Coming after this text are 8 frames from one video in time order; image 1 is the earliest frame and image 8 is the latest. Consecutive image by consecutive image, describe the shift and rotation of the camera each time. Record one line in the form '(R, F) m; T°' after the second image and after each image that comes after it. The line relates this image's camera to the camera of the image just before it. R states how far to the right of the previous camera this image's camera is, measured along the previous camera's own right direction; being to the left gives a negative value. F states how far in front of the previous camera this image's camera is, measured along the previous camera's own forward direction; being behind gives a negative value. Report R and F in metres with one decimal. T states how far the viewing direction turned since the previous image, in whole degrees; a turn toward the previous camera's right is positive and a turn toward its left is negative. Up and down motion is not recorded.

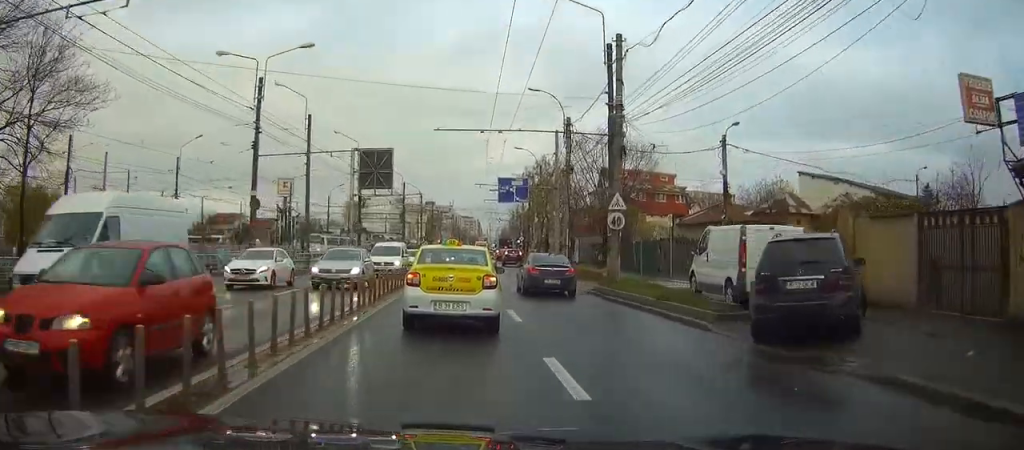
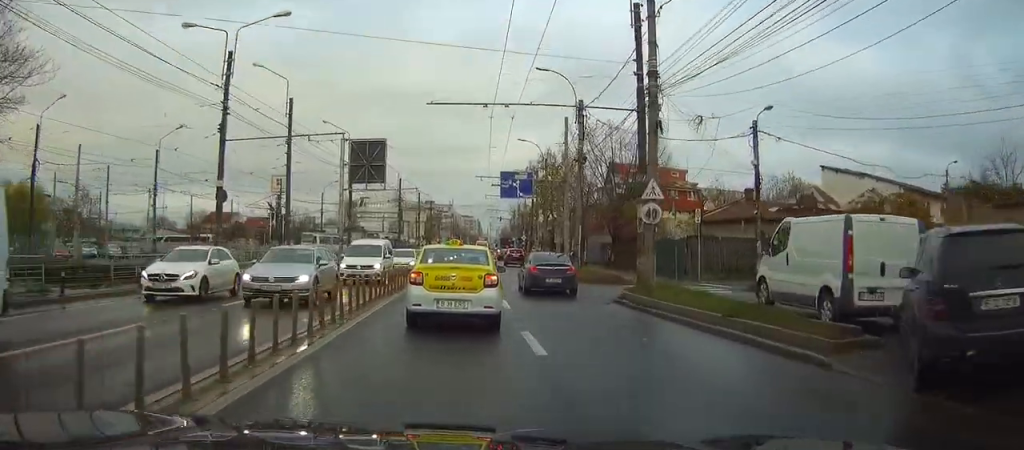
(+0.1, +5.0) m; 0°
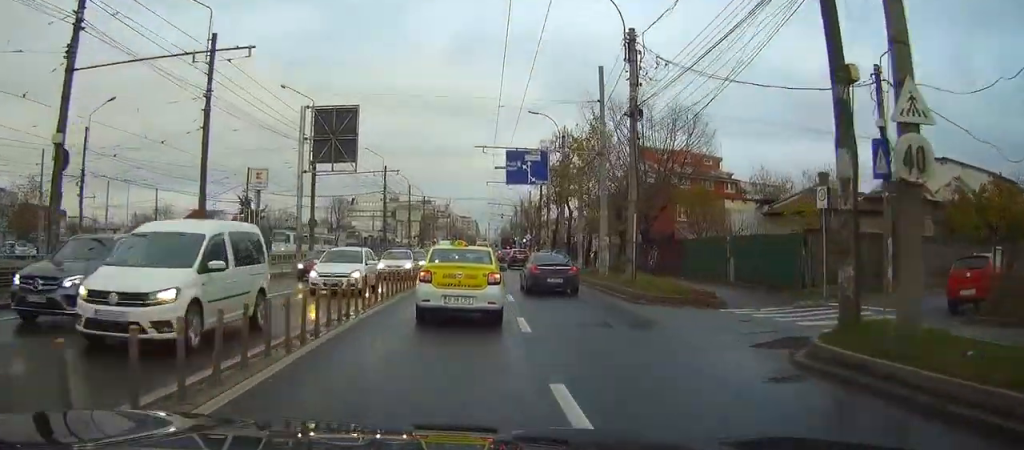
(-0.2, +13.0) m; 0°
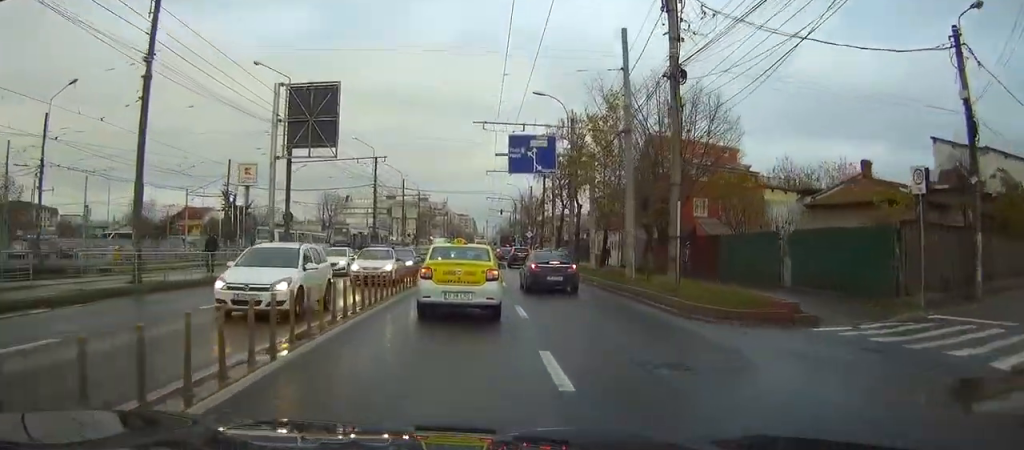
(+0.1, +5.6) m; 0°
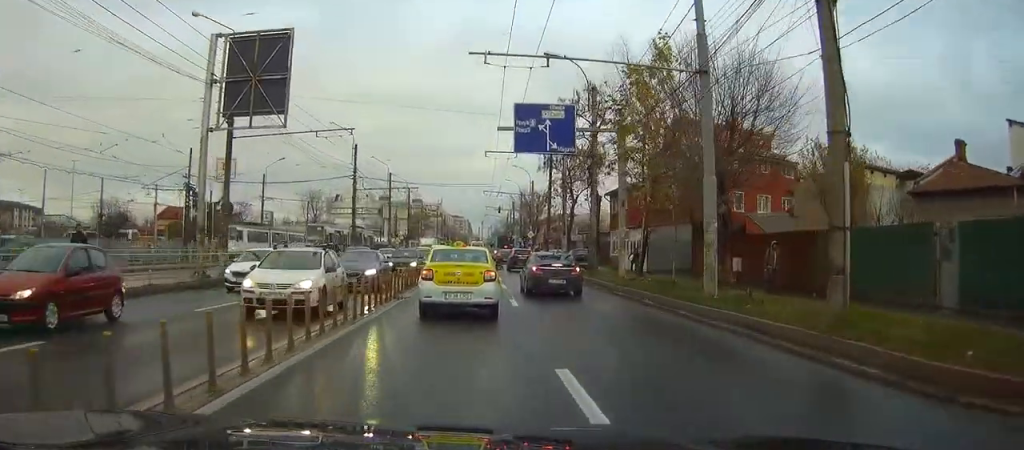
(-0.1, +9.4) m; 0°
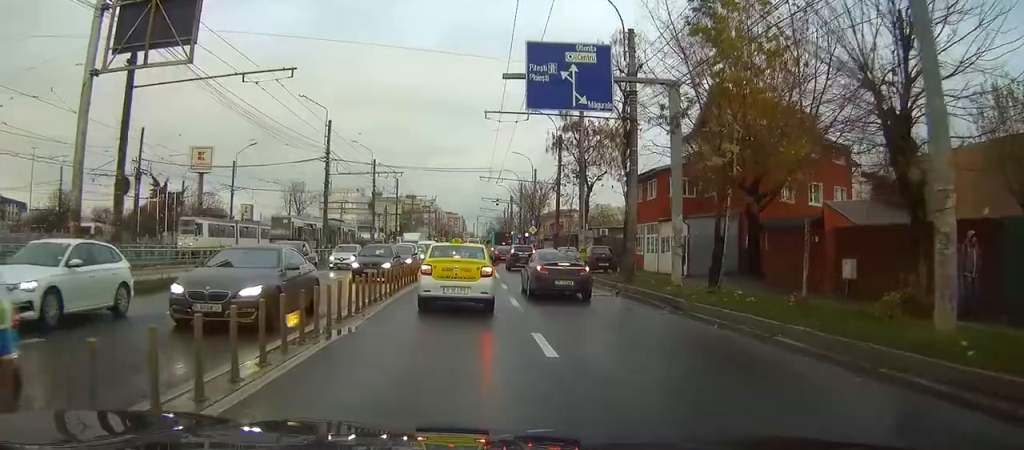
(0.0, +9.4) m; 0°
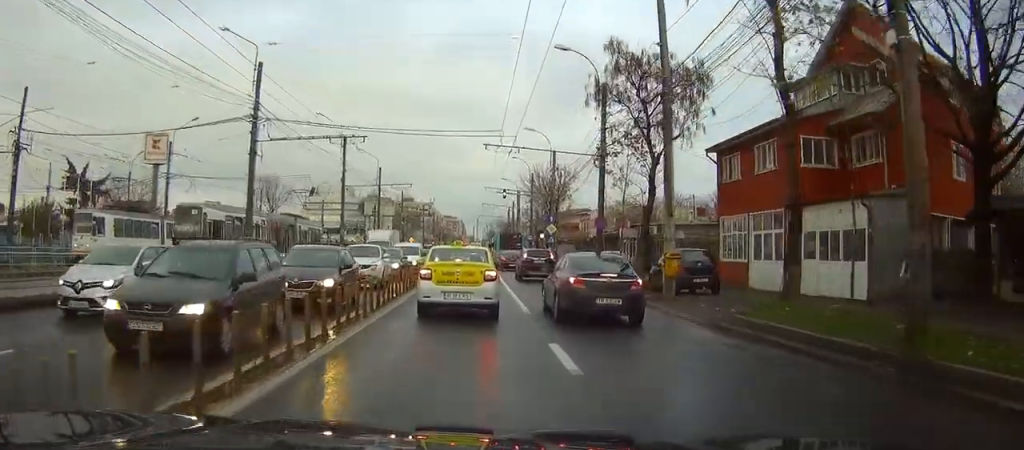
(+0.1, +17.2) m; +1°
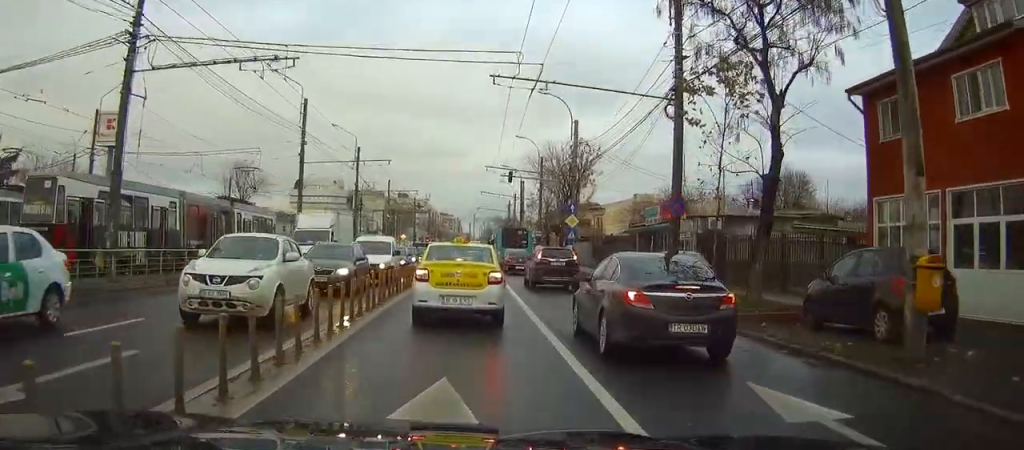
(+0.1, +13.3) m; 0°
